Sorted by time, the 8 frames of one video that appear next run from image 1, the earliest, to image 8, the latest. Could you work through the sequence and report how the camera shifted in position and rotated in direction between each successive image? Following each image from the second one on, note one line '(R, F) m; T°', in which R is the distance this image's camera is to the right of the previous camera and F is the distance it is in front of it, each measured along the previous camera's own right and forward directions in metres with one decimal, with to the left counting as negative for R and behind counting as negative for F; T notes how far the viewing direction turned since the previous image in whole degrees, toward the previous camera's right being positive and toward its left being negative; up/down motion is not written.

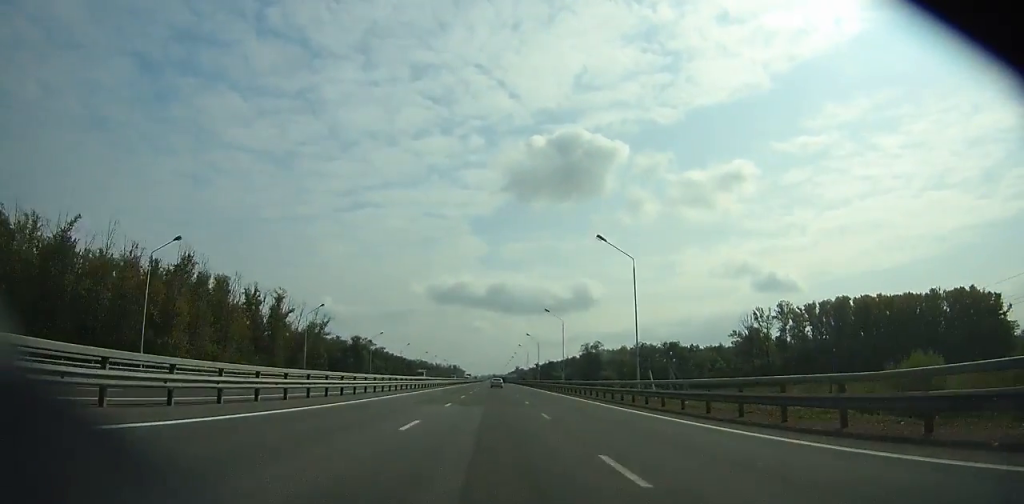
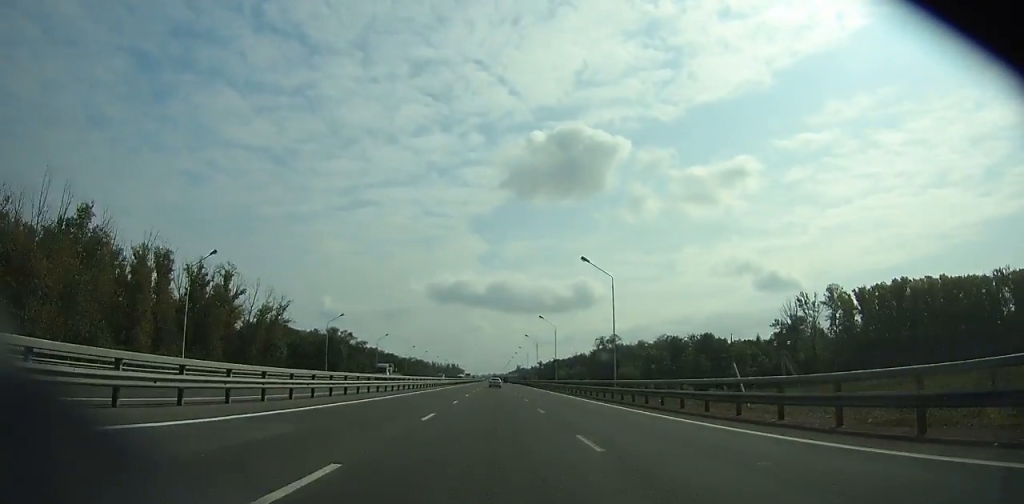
(-0.1, +33.2) m; 0°
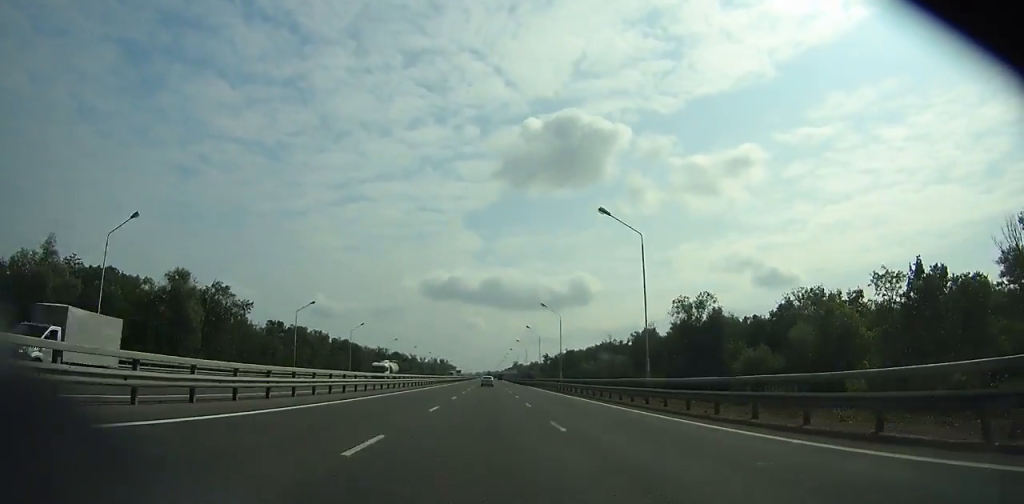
(0.0, +91.2) m; 0°
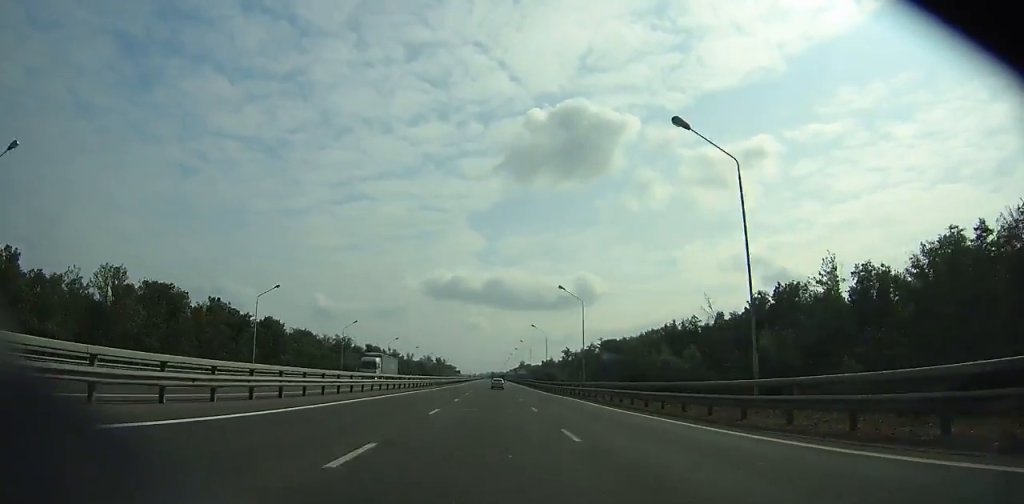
(0.0, +84.7) m; 0°
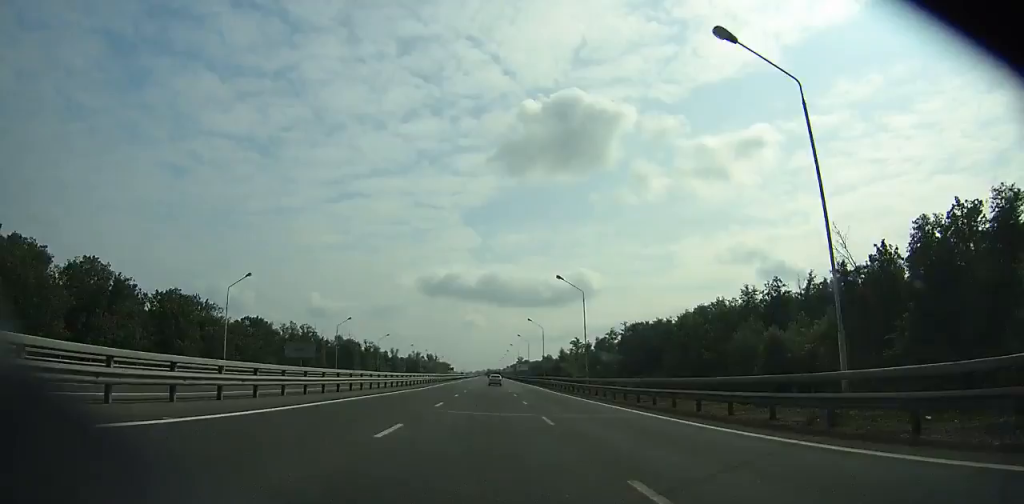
(0.0, +44.5) m; 0°
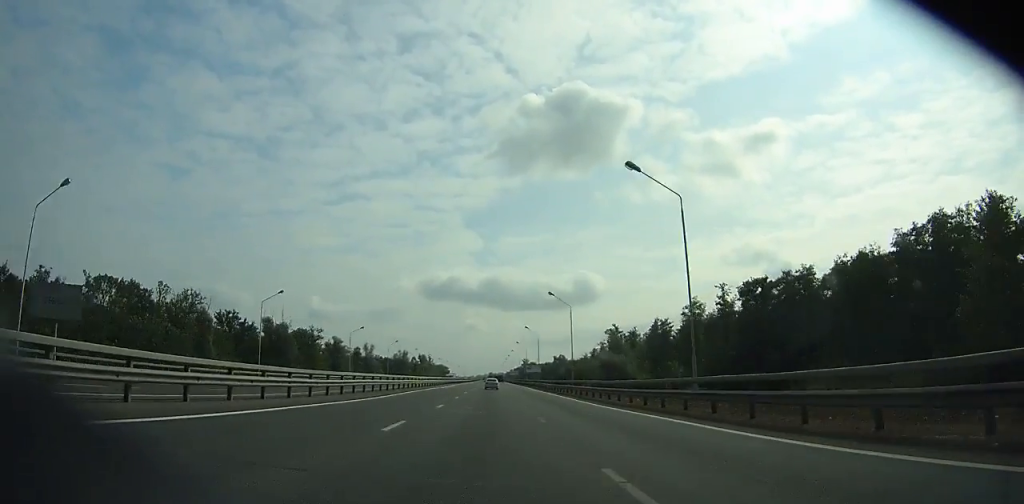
(-0.1, +71.5) m; 0°
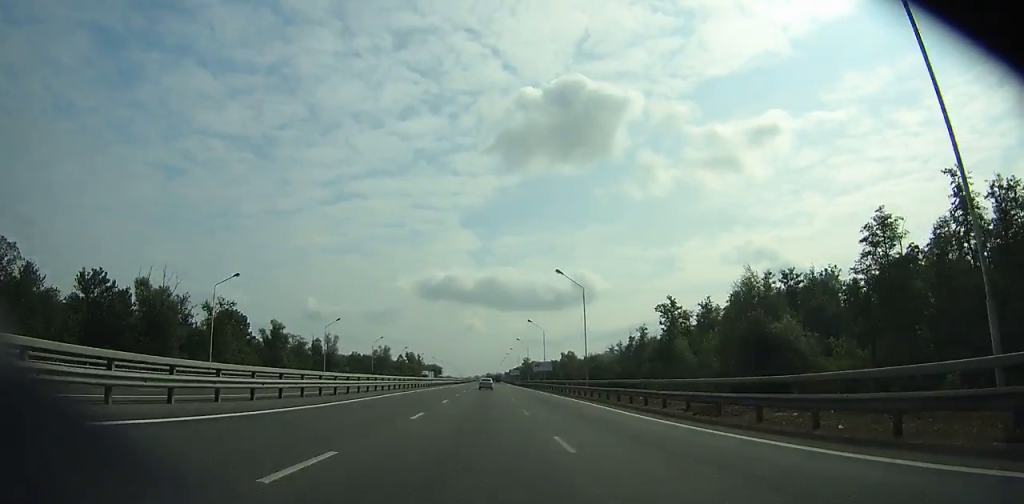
(-0.1, +54.3) m; 0°
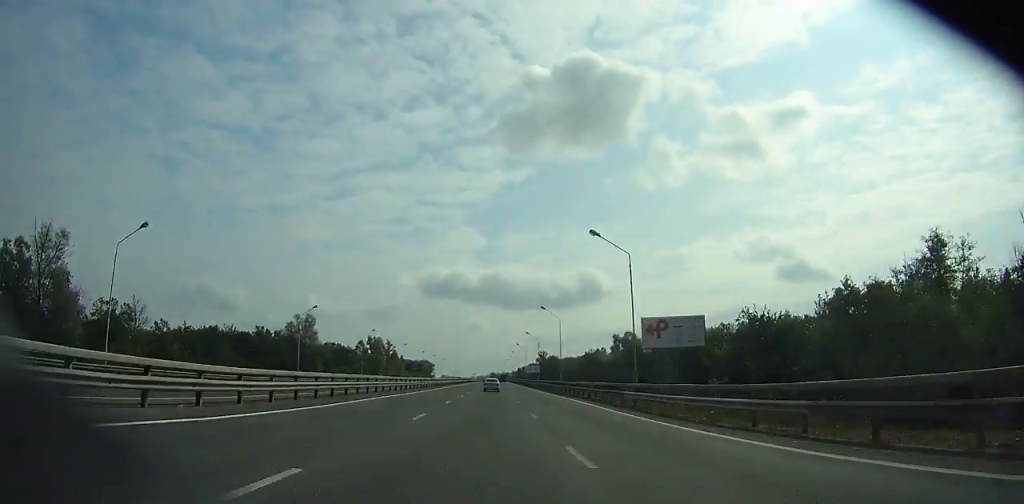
(0.0, +131.8) m; 0°
